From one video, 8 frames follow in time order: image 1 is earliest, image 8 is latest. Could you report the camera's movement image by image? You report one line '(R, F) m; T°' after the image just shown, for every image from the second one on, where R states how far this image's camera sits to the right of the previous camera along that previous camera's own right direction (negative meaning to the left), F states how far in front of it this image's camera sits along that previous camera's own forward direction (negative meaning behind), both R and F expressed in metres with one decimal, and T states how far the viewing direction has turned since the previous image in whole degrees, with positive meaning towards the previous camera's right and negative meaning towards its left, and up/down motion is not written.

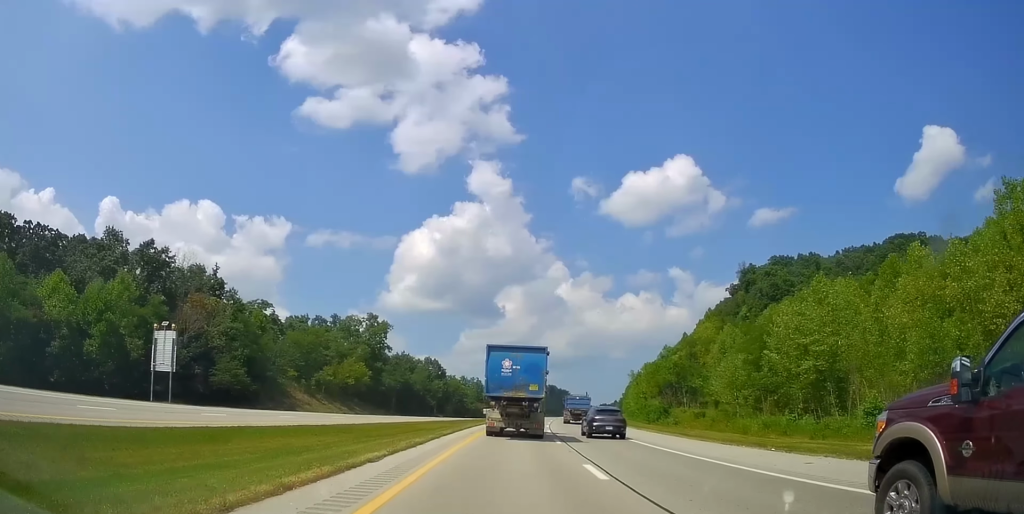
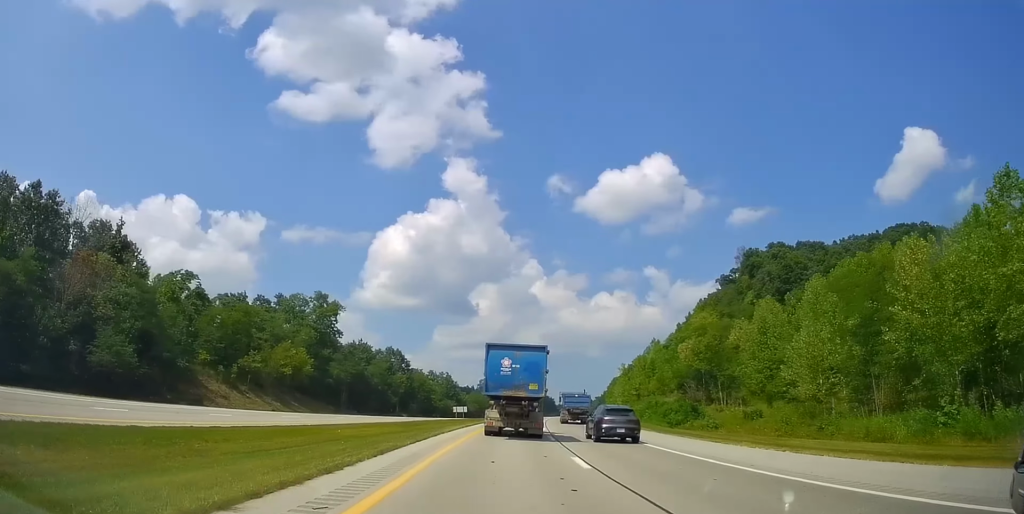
(+0.4, +22.4) m; +1°
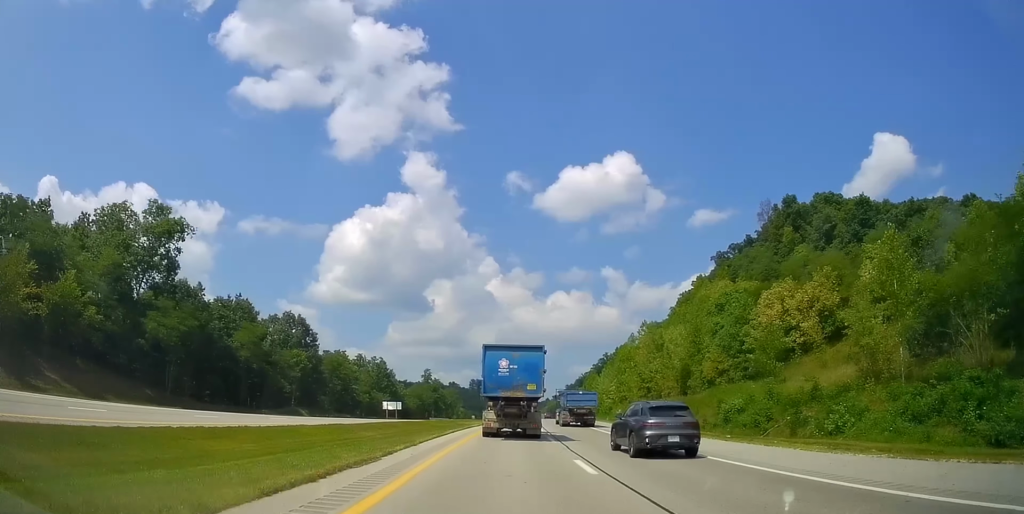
(+1.7, +49.8) m; +5°
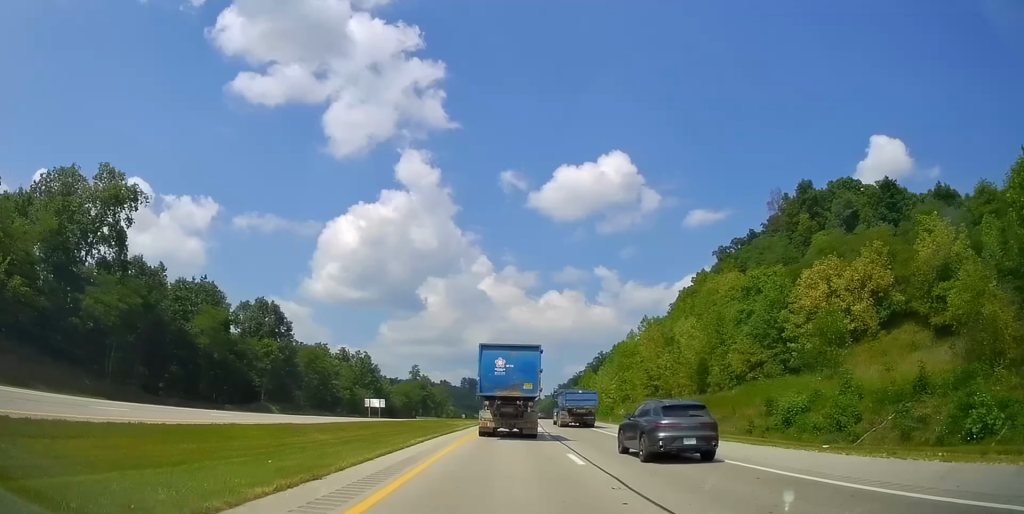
(-0.1, +10.2) m; +1°
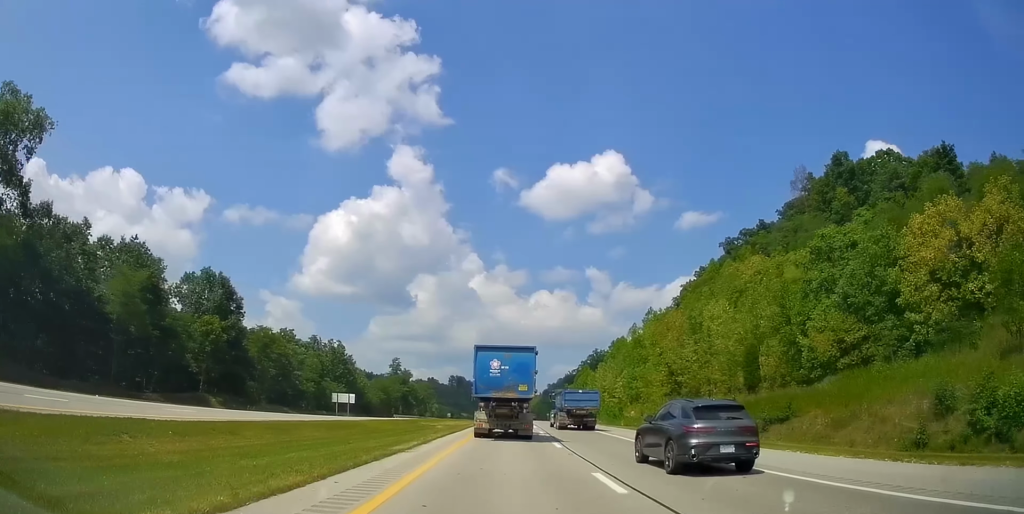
(+0.4, +17.1) m; +2°
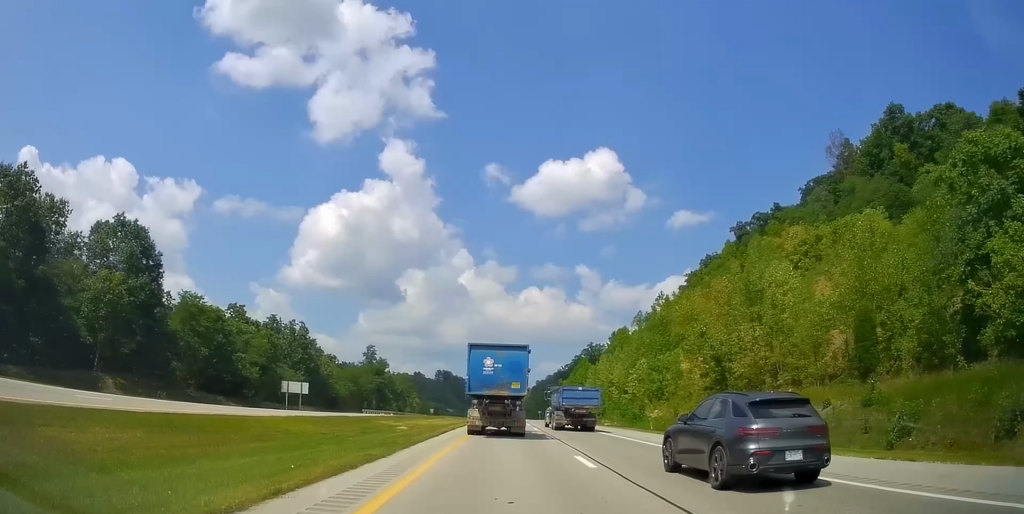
(+0.4, +20.6) m; 0°
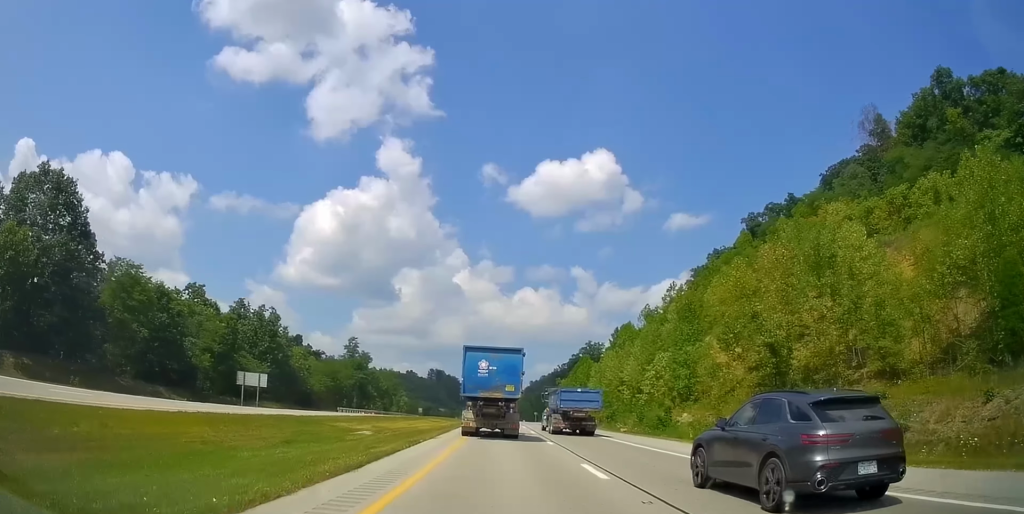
(-0.2, +14.0) m; 0°
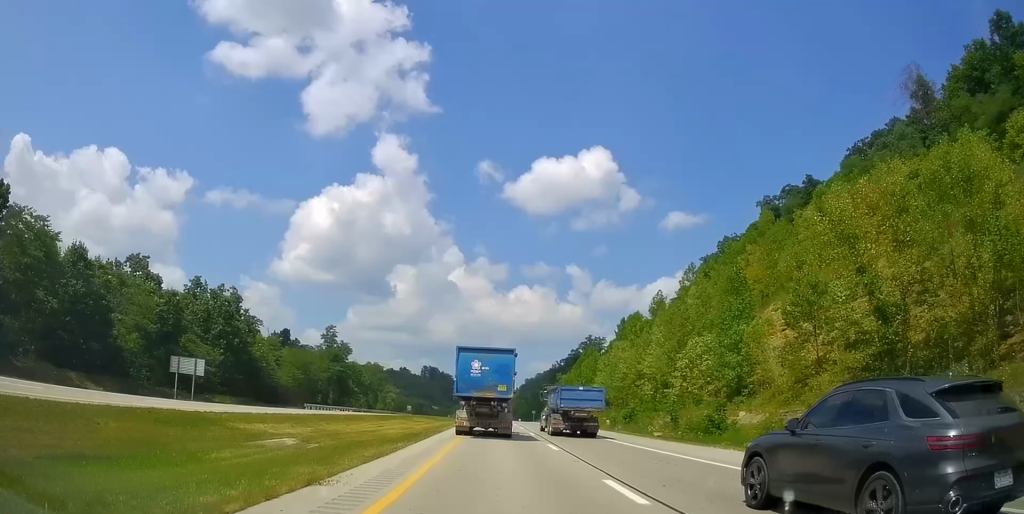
(-0.3, +15.8) m; +1°
